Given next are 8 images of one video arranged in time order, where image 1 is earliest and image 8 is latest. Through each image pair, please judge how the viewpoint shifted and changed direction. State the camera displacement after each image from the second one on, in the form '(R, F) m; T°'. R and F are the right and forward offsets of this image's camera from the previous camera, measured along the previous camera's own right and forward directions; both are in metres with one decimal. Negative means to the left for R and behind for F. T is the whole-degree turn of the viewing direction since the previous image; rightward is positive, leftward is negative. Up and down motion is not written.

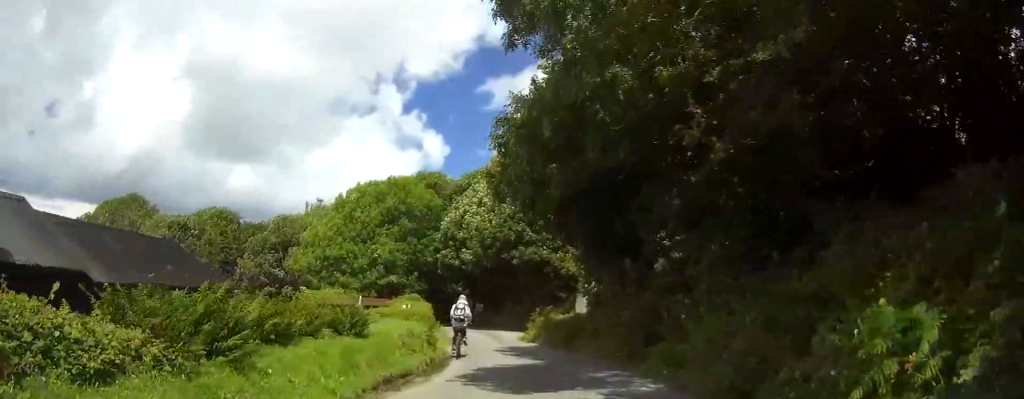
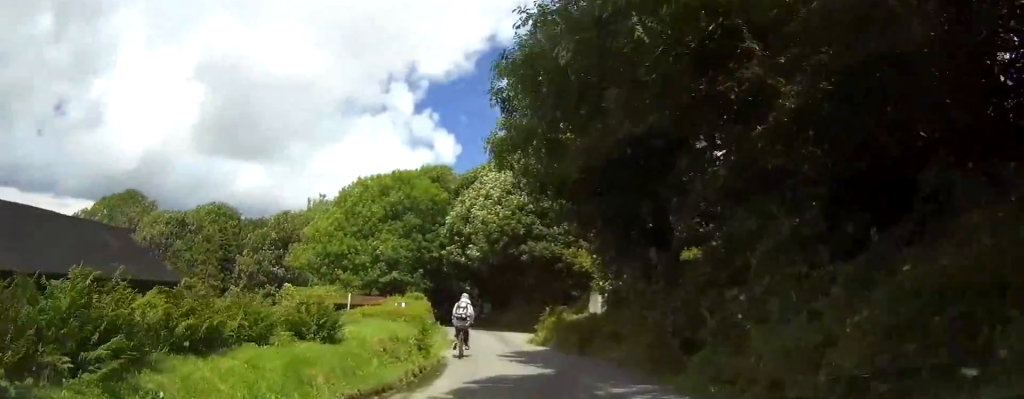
(0.0, +2.7) m; +1°
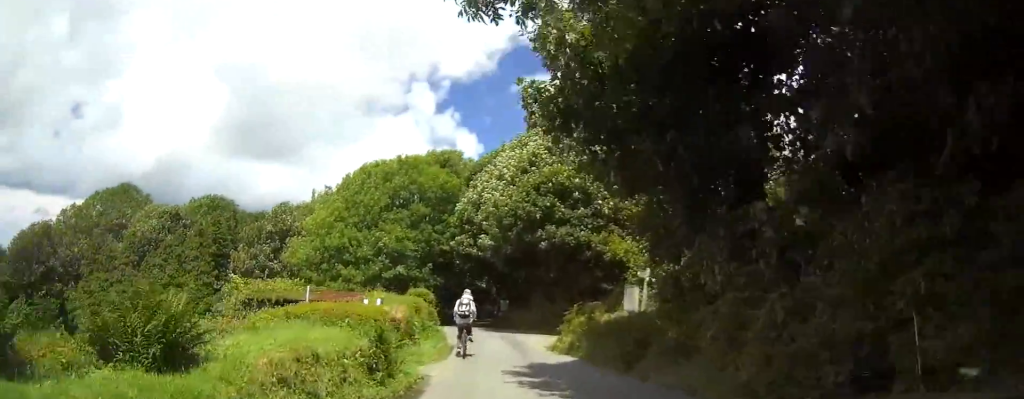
(+0.2, +6.0) m; -4°
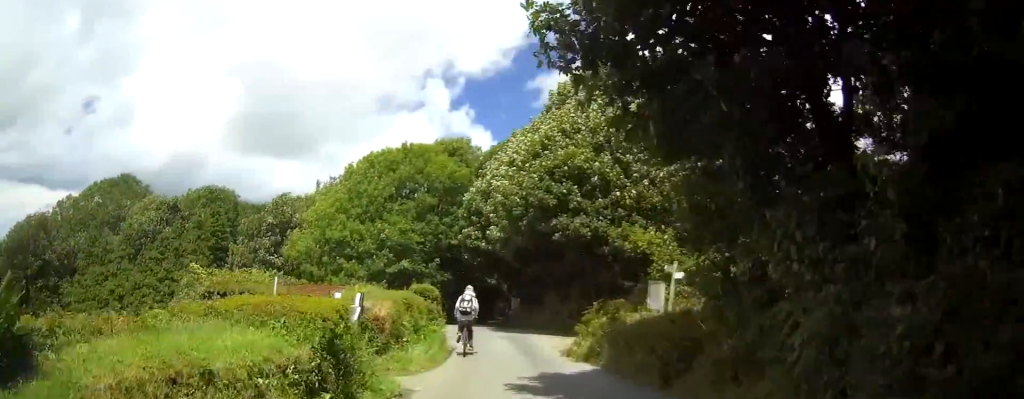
(-0.1, +2.8) m; -5°
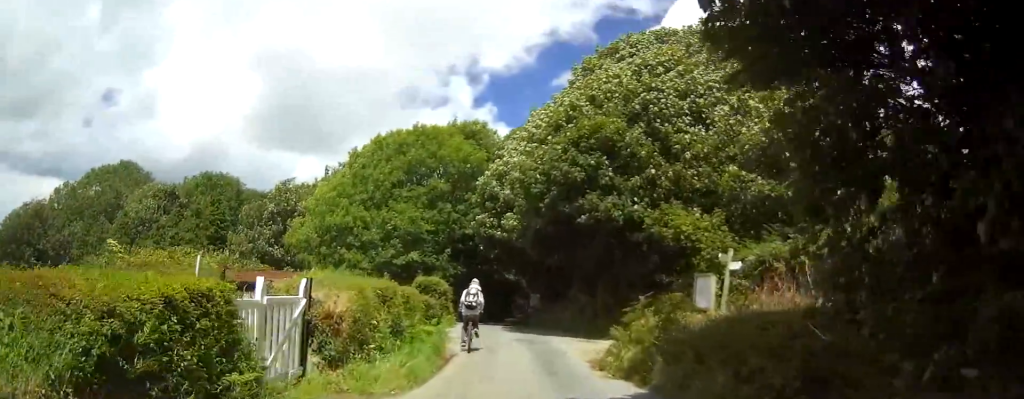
(-0.2, +4.1) m; -10°
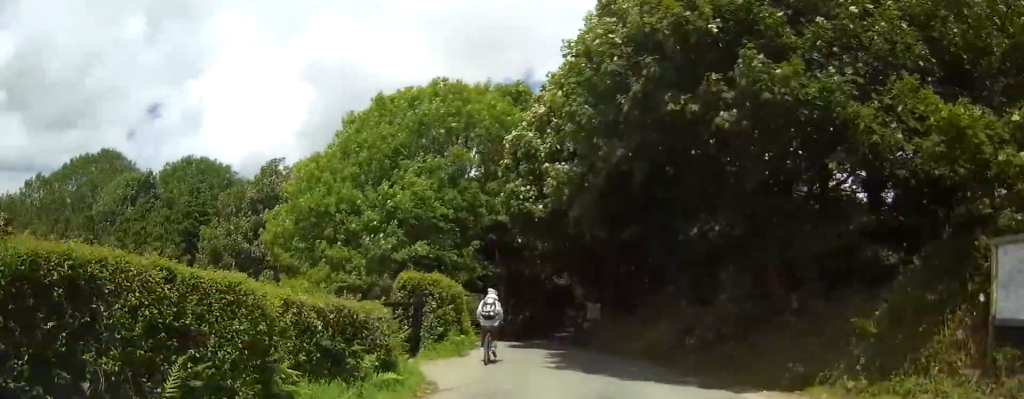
(-1.2, +8.5) m; -3°
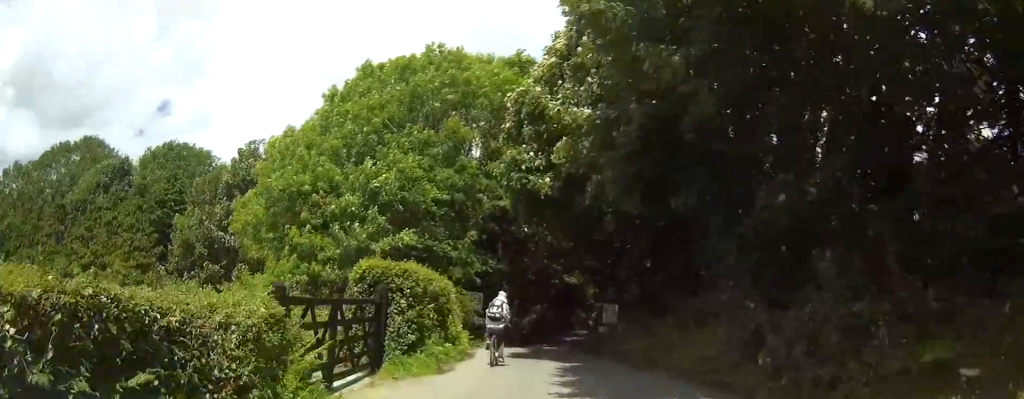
(0.0, +4.6) m; +1°
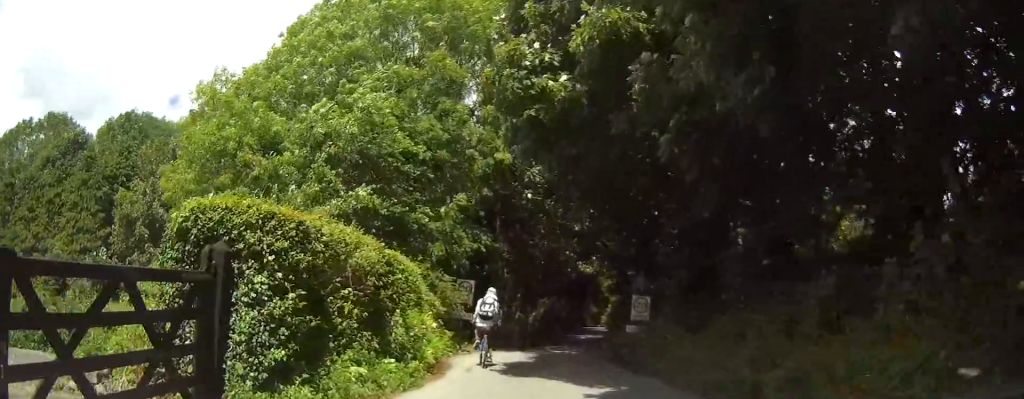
(+0.3, +5.2) m; +7°
